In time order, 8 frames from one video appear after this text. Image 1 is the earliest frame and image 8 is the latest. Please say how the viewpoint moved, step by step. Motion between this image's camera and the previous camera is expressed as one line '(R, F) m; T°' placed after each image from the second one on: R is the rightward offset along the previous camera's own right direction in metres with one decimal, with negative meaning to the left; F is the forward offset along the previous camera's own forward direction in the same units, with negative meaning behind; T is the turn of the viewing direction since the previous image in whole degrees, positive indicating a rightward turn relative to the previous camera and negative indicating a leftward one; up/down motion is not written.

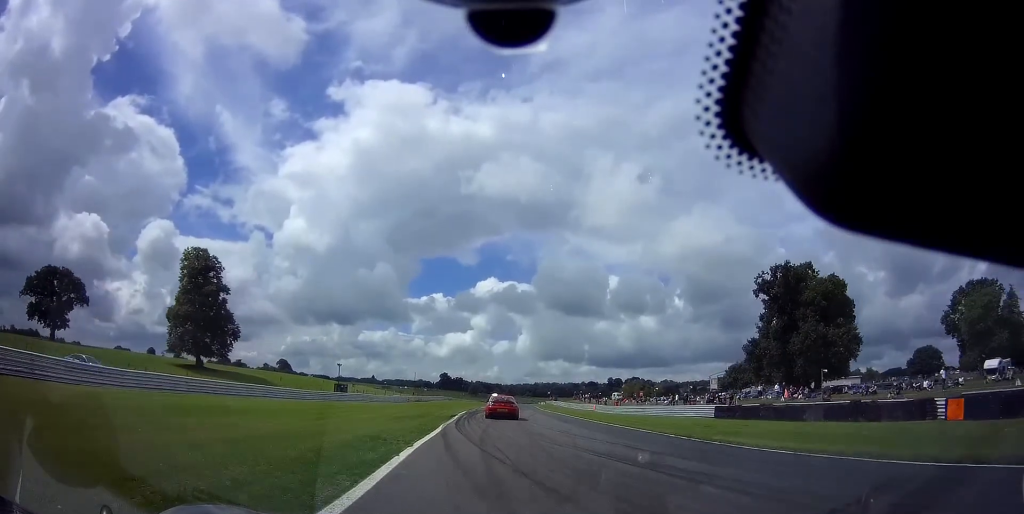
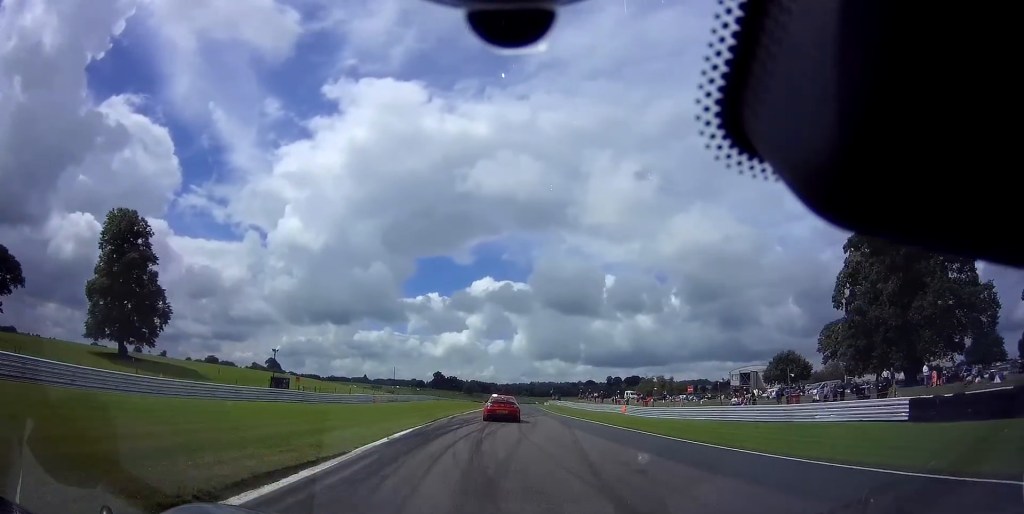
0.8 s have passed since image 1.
(+0.3, +23.0) m; 0°
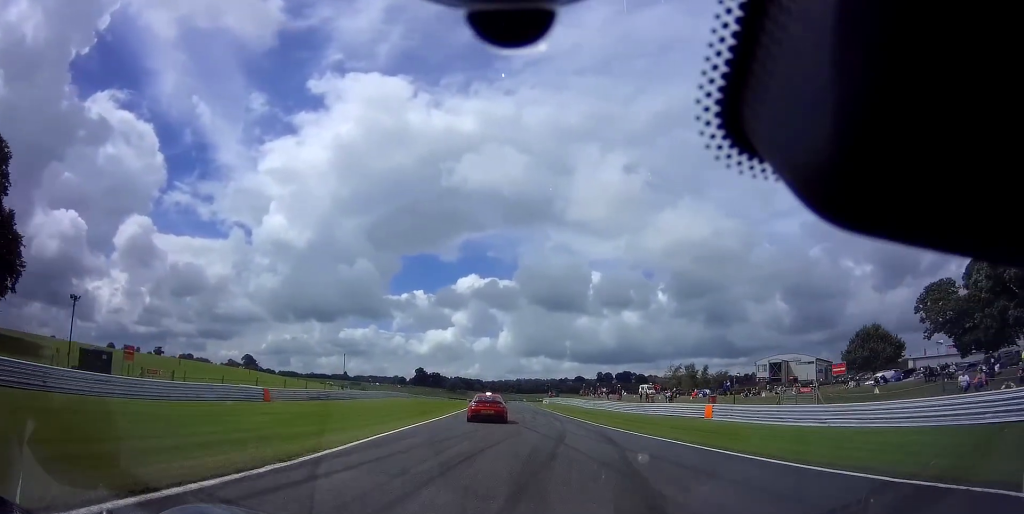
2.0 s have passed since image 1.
(-0.1, +30.4) m; 0°
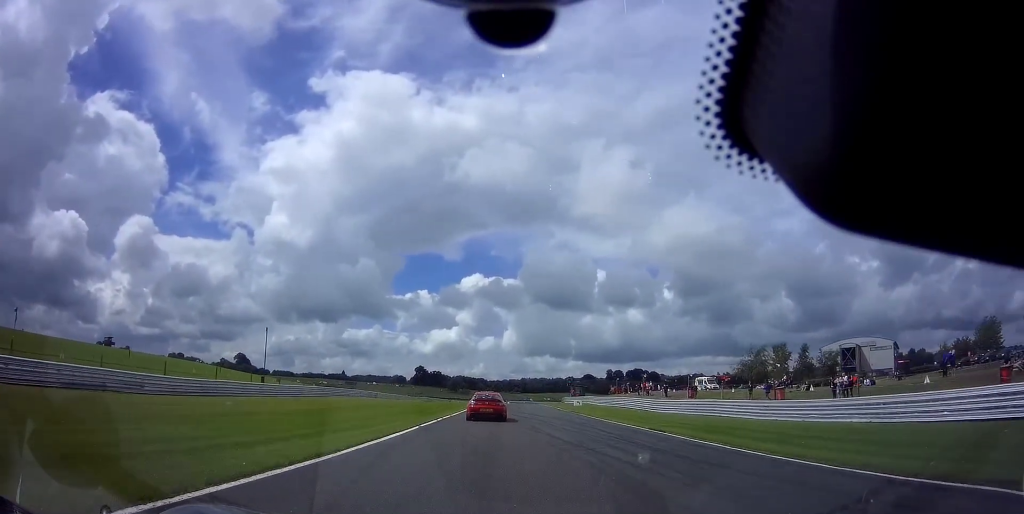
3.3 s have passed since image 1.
(+0.3, +33.8) m; +1°
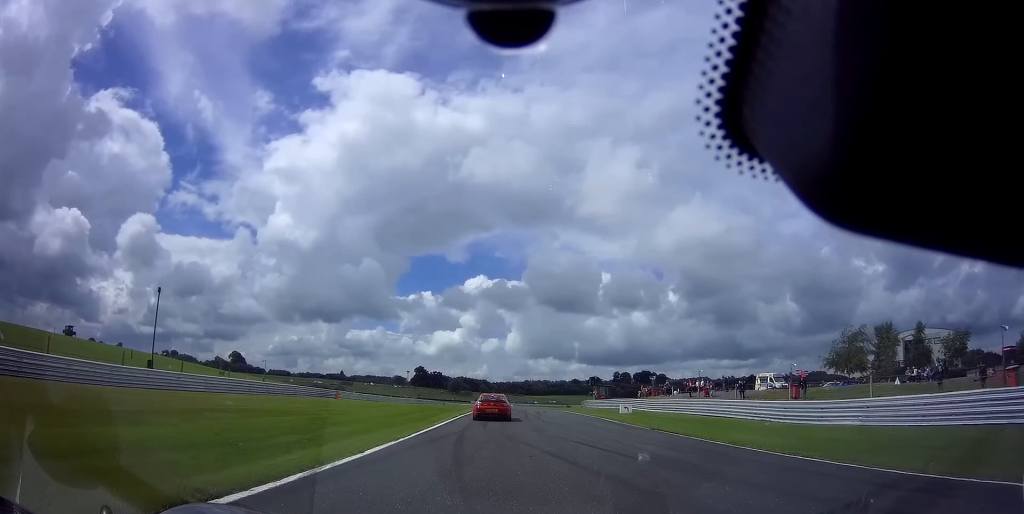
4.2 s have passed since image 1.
(+0.1, +21.9) m; 0°
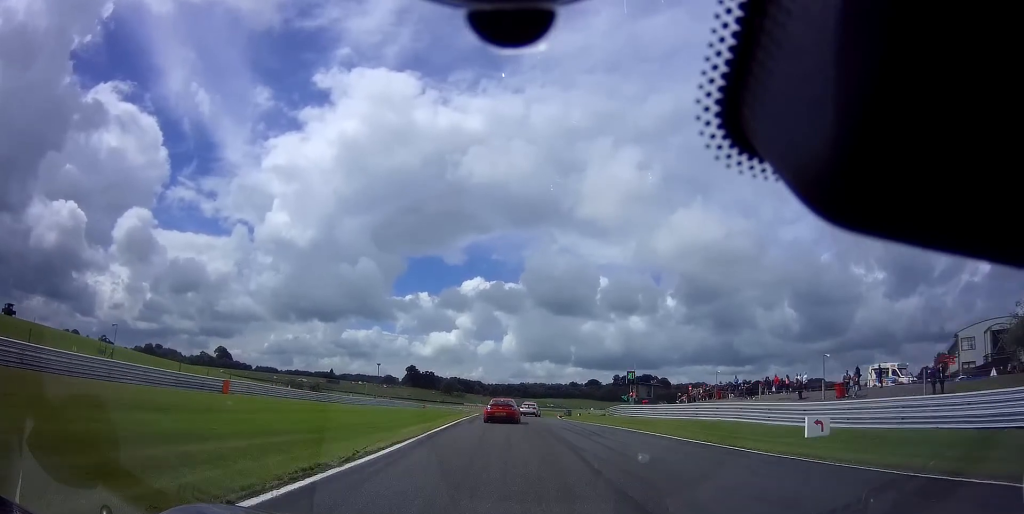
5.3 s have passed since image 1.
(-0.1, +25.3) m; 0°
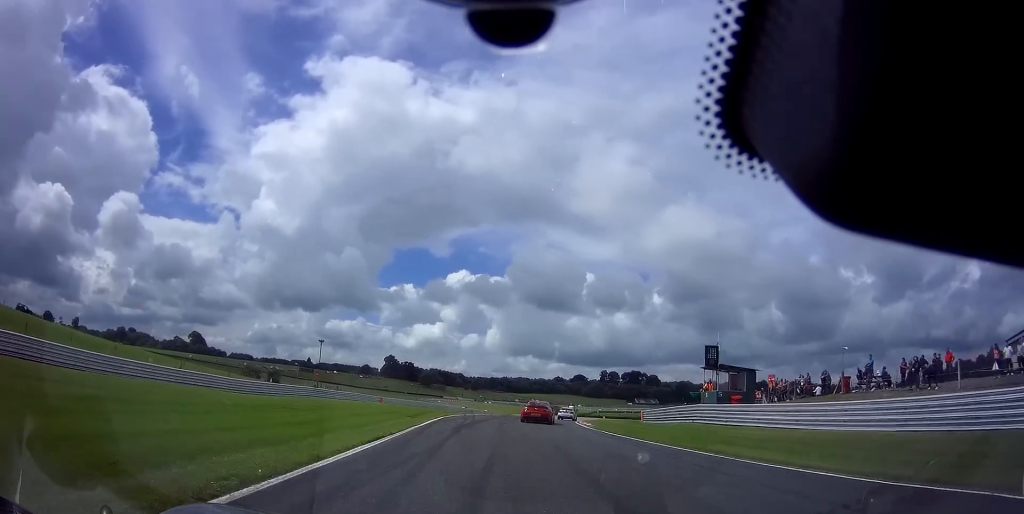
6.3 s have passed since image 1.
(+0.2, +23.8) m; +3°
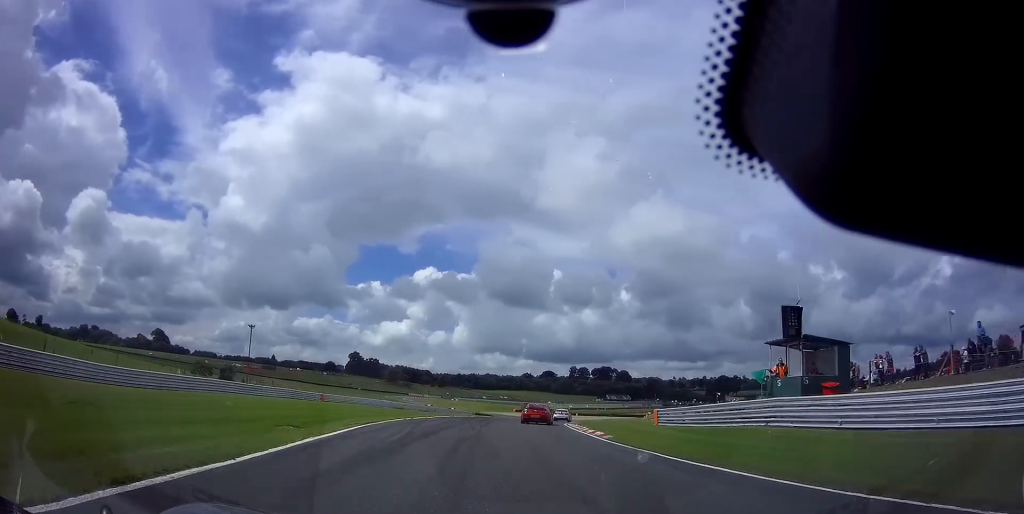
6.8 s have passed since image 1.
(+0.1, +12.1) m; +3°
